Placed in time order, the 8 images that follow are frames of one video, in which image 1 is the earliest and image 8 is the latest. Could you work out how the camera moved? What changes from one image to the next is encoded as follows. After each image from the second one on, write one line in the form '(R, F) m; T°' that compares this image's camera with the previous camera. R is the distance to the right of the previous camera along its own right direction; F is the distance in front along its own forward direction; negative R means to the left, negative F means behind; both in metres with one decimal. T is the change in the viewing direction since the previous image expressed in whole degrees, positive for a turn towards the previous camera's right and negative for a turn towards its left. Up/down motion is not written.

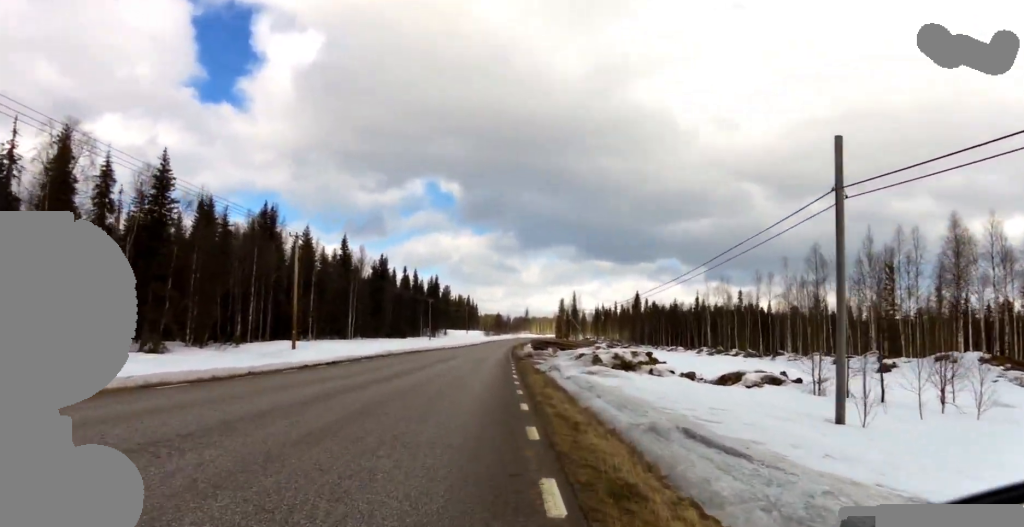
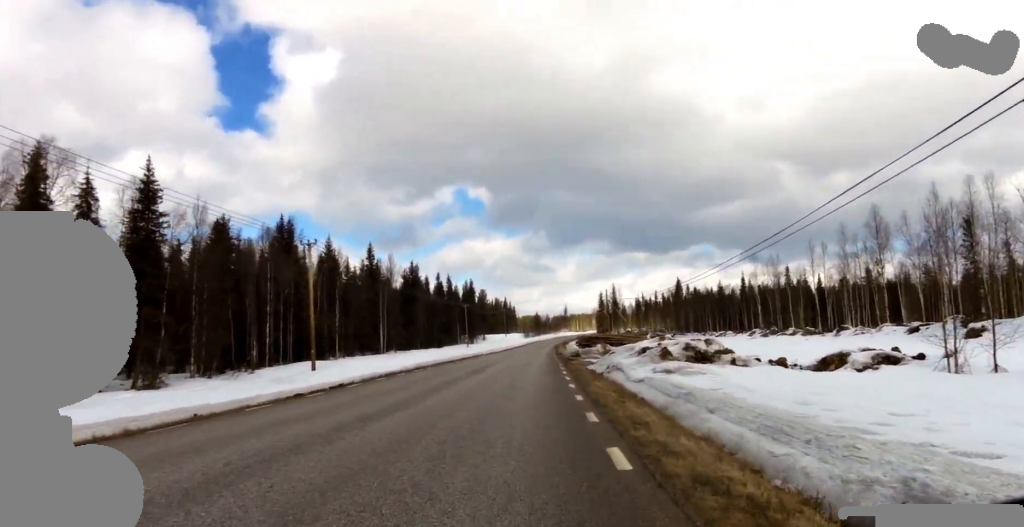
(+0.1, +4.8) m; +2°
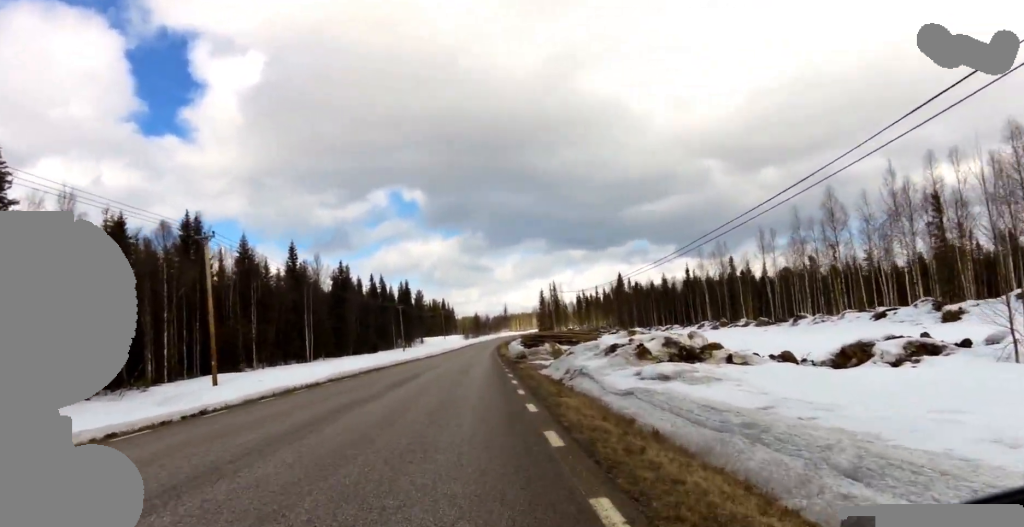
(+0.1, +5.0) m; +2°
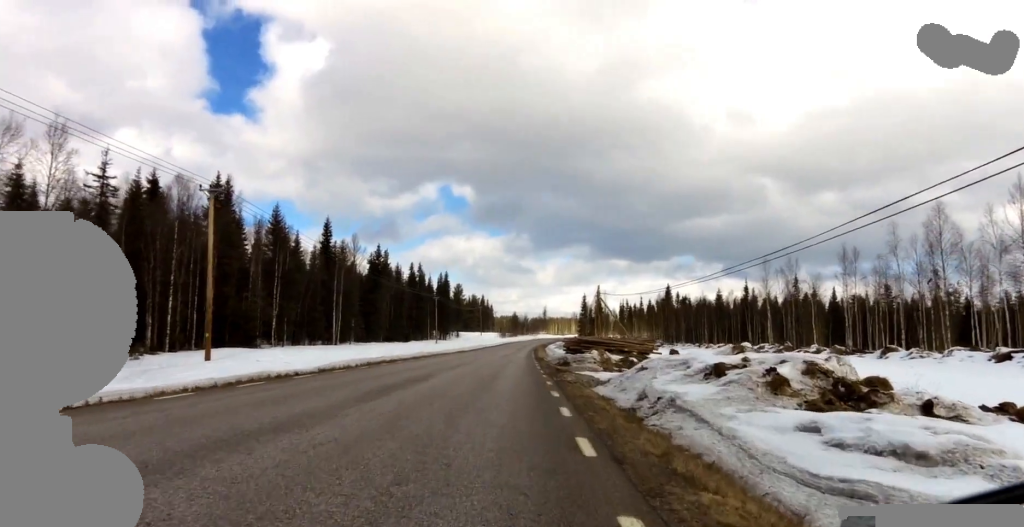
(0.0, +6.0) m; 0°
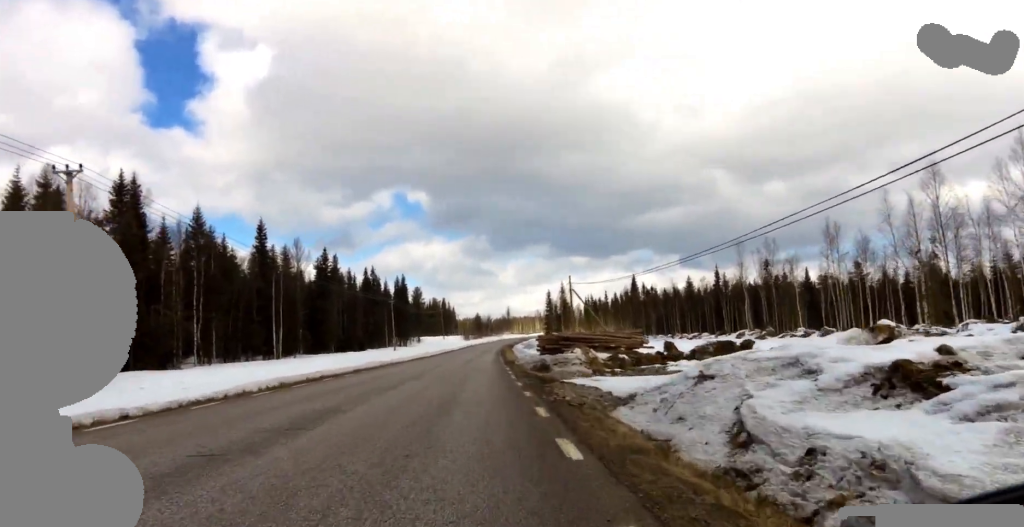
(0.0, +6.1) m; 0°
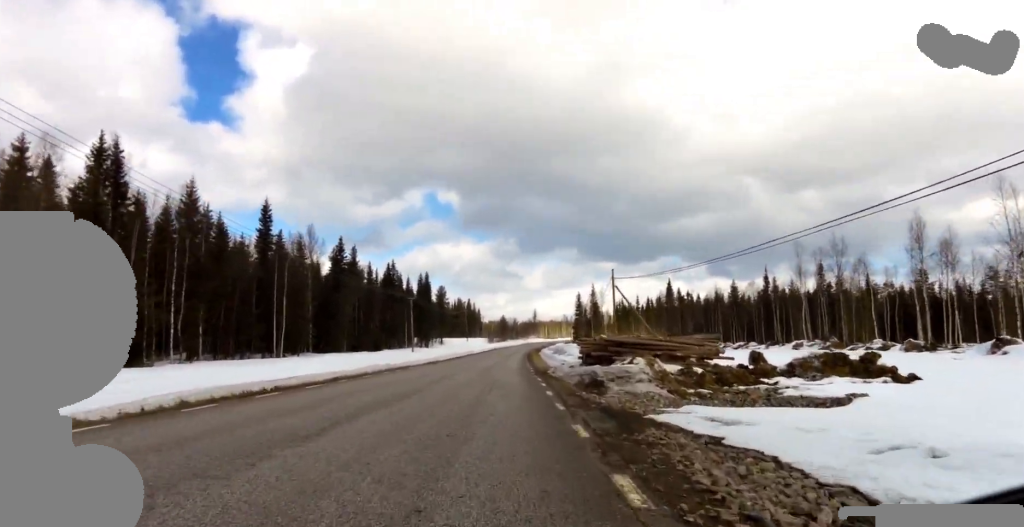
(0.0, +7.4) m; -1°
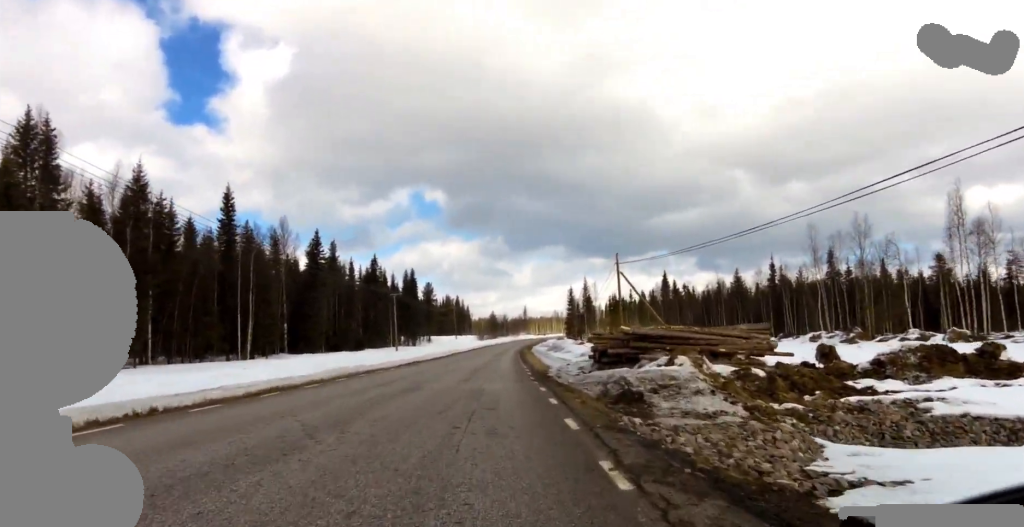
(0.0, +5.8) m; -3°
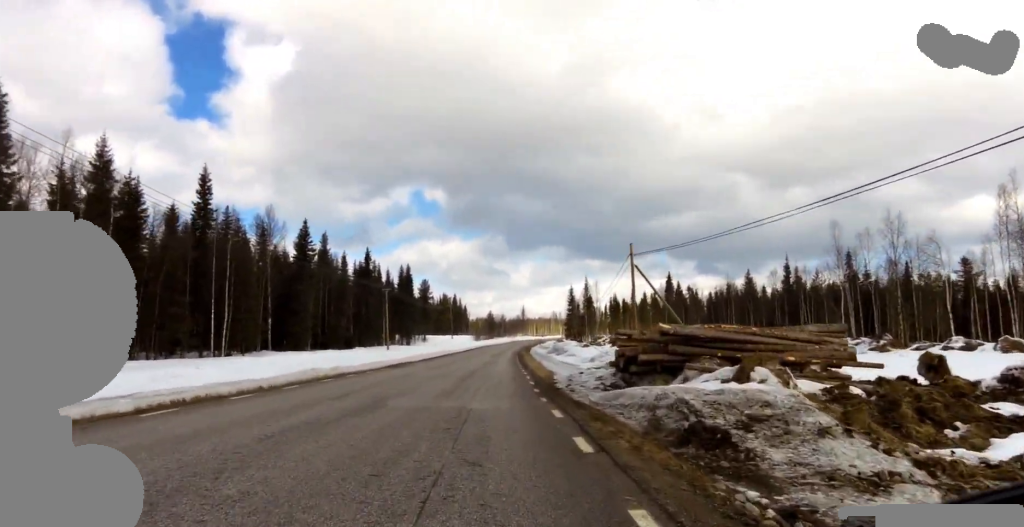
(-0.2, +4.7) m; 0°
